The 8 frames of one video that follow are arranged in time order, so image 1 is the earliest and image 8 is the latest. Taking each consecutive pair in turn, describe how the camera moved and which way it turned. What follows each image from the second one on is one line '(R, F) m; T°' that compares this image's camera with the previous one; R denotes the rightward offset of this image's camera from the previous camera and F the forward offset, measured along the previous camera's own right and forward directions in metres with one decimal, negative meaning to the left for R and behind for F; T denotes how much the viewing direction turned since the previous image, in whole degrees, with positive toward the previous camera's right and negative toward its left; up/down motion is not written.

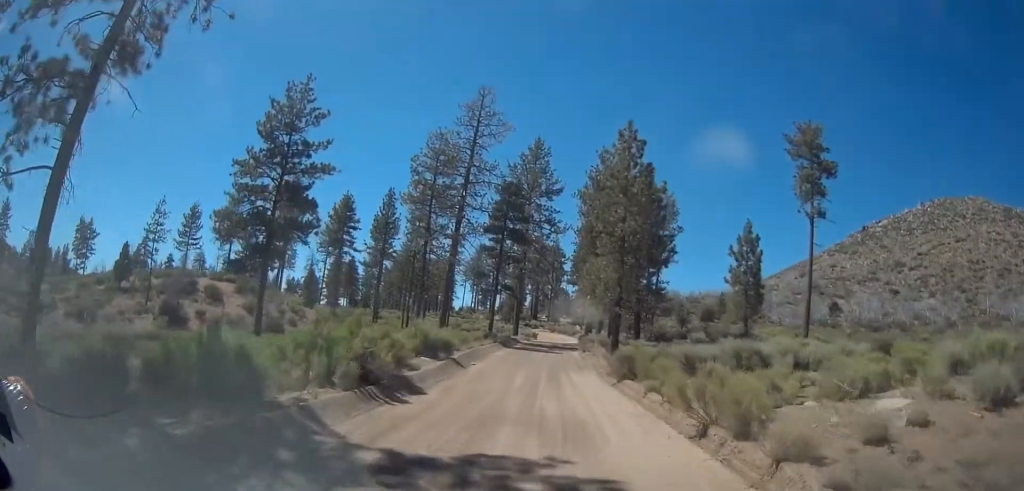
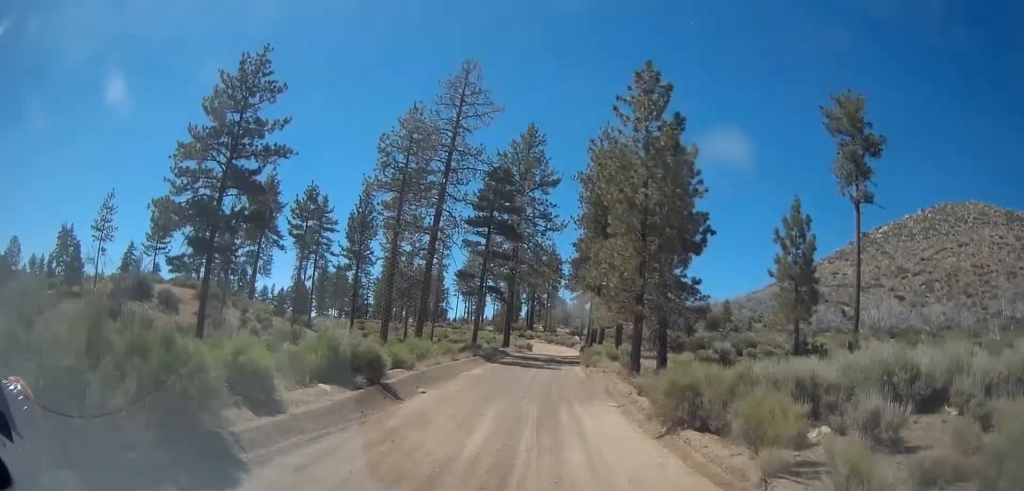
(-0.4, +9.2) m; -2°
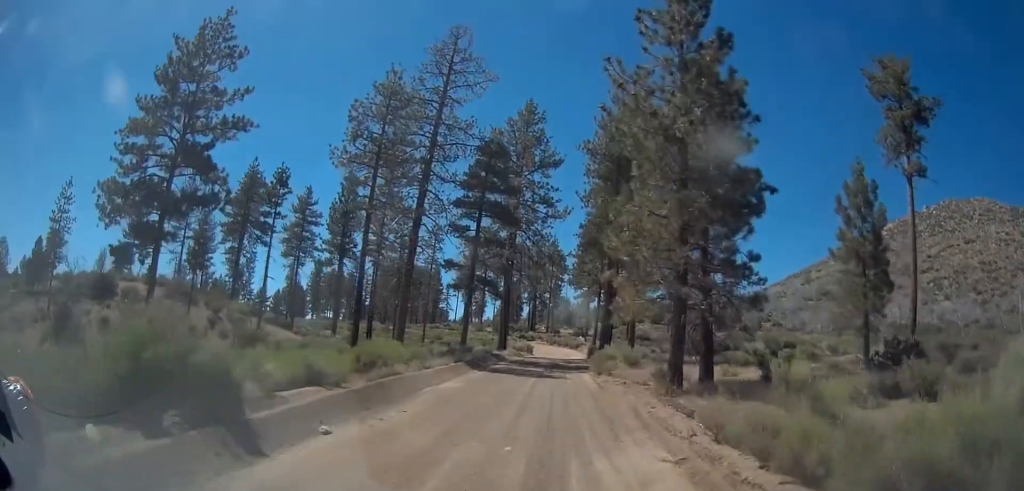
(0.0, +7.3) m; +2°
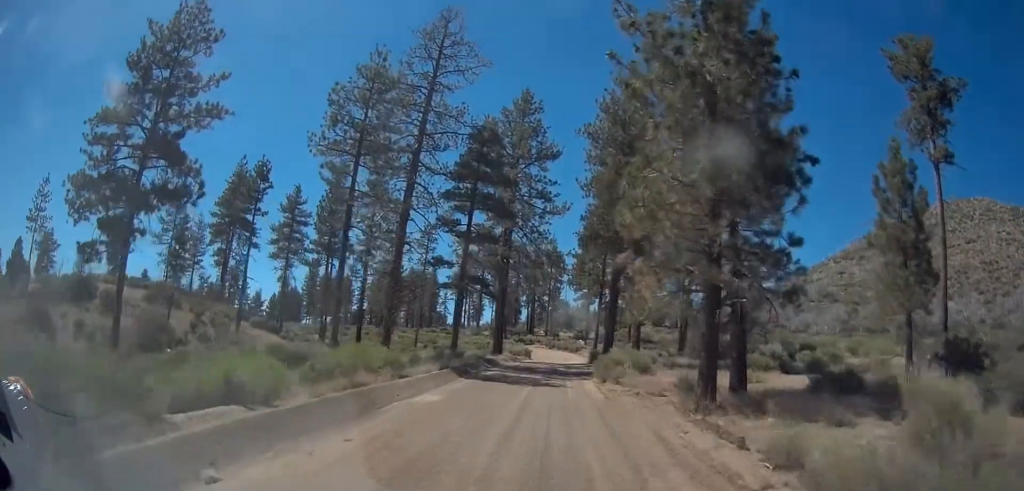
(+0.1, +3.5) m; +2°
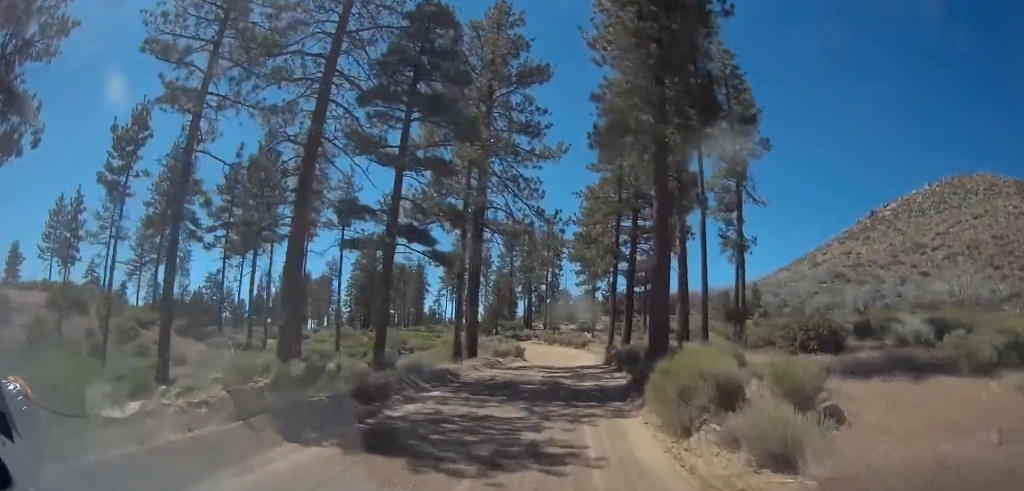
(+0.1, +16.4) m; -4°
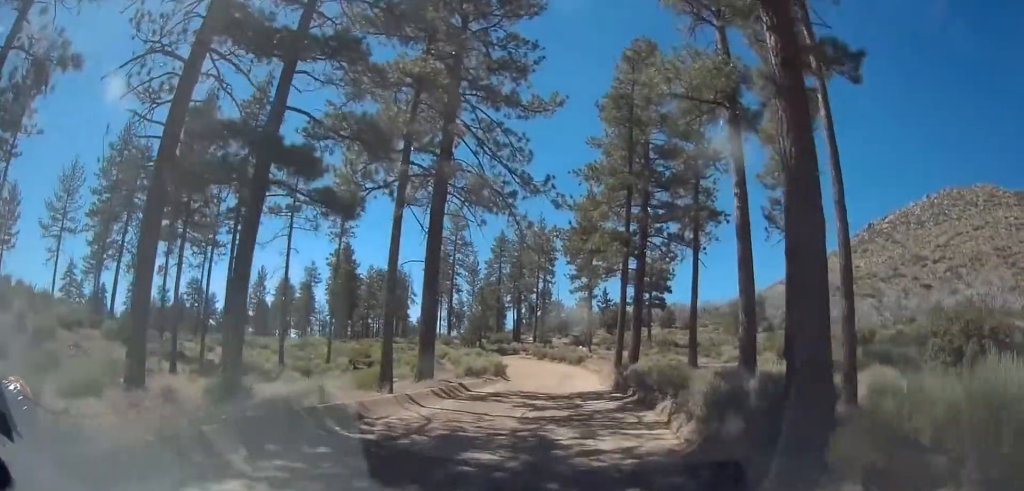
(0.0, +10.3) m; +6°
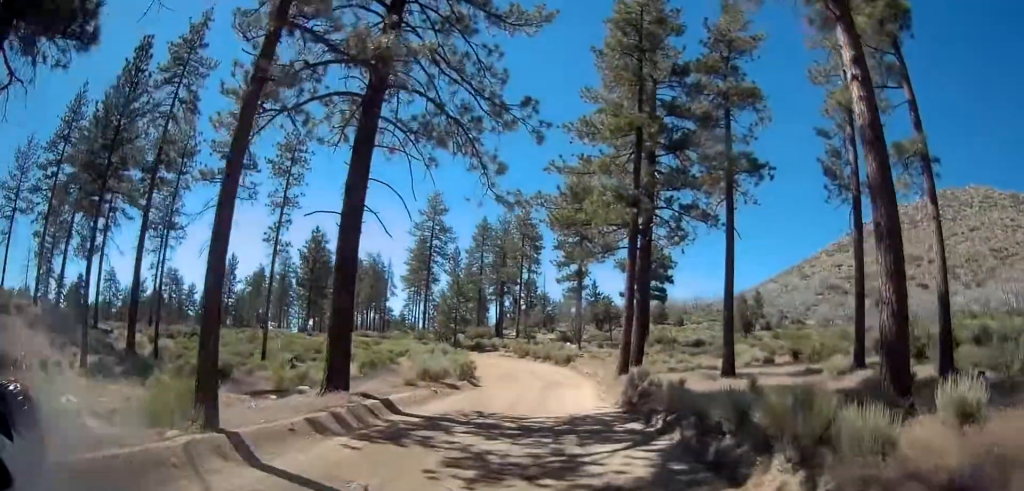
(+0.4, +8.8) m; -2°
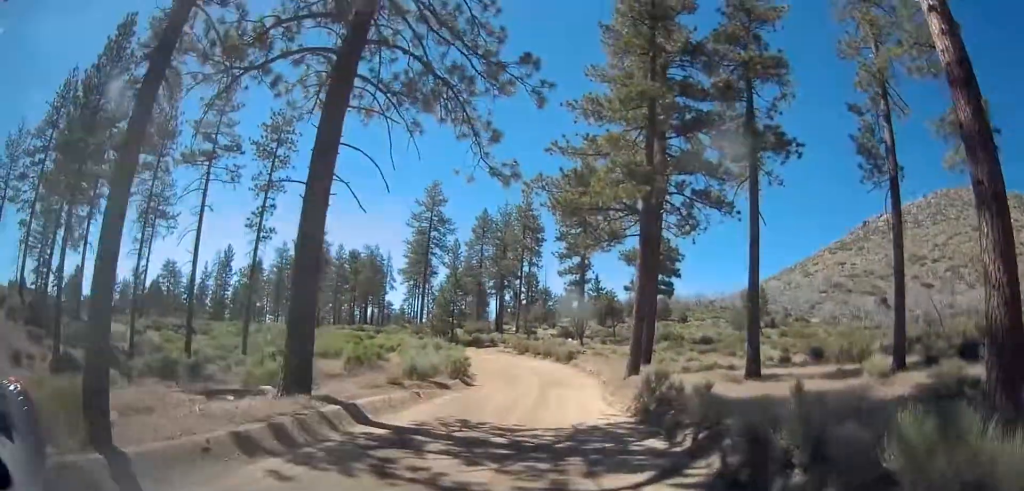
(-0.1, +2.8) m; -3°
